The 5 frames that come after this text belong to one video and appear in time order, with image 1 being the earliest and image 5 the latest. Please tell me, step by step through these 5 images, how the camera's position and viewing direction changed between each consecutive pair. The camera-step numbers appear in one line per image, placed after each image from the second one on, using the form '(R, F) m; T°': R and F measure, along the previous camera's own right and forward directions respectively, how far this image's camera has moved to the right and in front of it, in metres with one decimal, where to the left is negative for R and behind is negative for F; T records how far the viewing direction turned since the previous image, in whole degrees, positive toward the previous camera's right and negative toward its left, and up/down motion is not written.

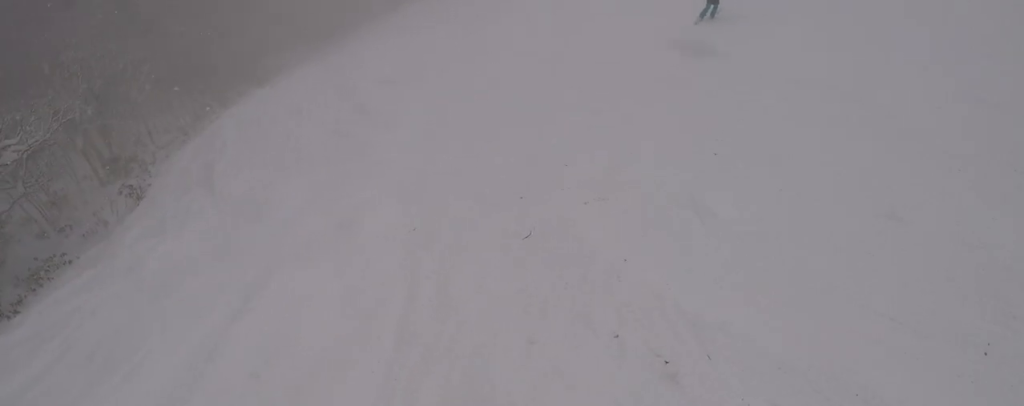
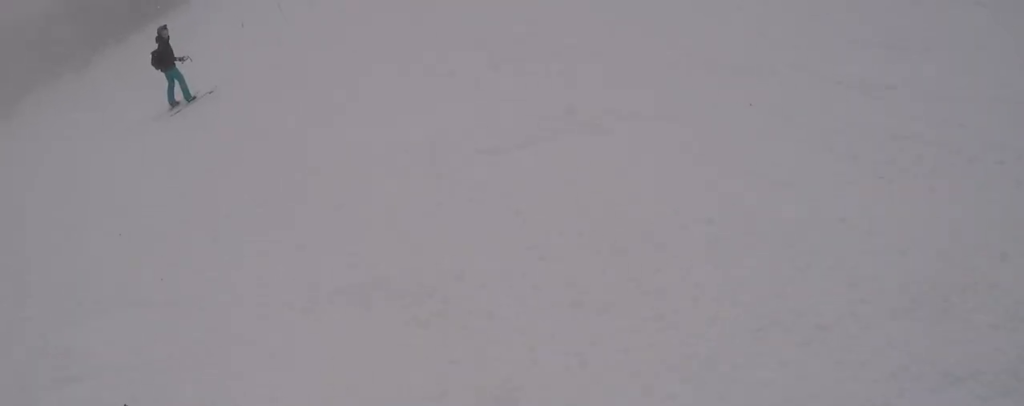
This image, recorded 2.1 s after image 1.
(+5.6, +5.6) m; +80°
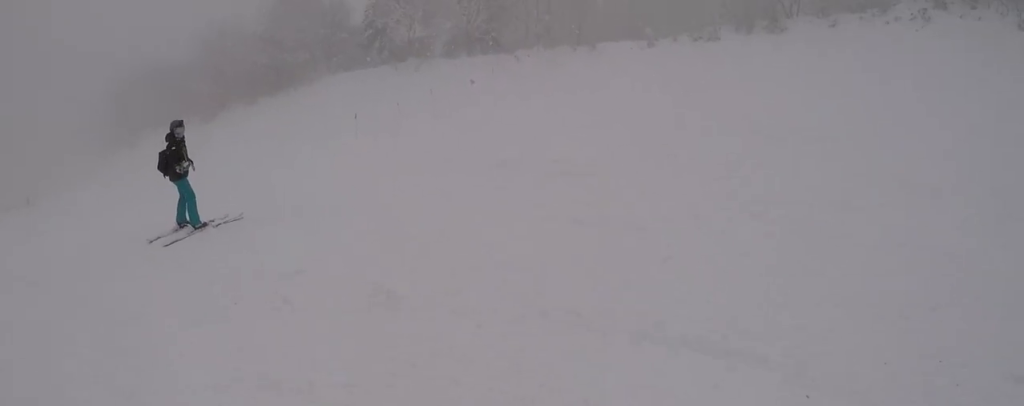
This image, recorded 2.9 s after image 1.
(+0.4, +4.5) m; +16°
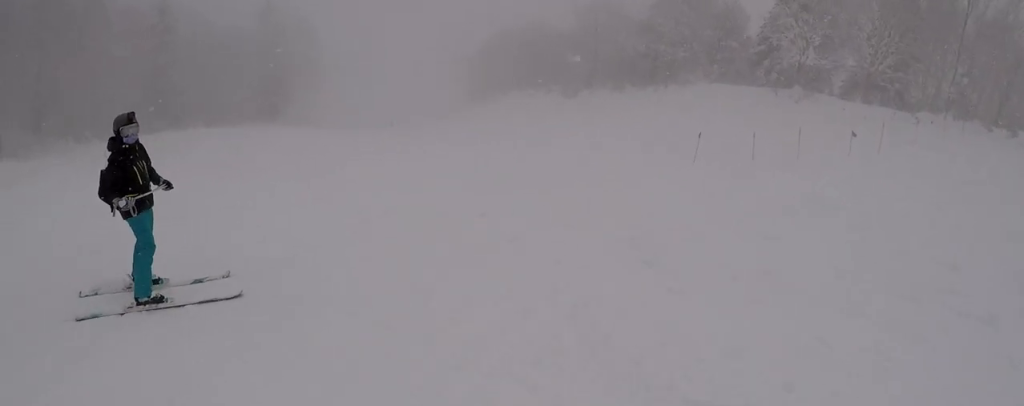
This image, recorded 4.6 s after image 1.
(+1.3, +8.1) m; -15°
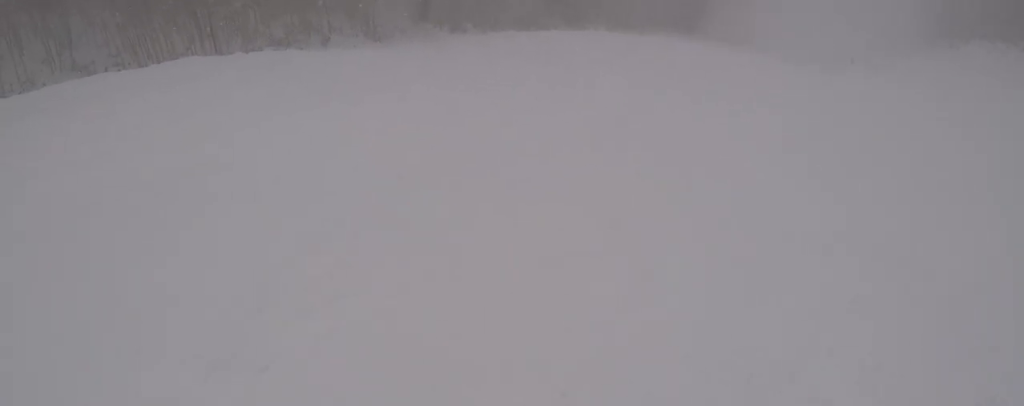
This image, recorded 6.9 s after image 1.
(-4.2, +9.6) m; -48°
